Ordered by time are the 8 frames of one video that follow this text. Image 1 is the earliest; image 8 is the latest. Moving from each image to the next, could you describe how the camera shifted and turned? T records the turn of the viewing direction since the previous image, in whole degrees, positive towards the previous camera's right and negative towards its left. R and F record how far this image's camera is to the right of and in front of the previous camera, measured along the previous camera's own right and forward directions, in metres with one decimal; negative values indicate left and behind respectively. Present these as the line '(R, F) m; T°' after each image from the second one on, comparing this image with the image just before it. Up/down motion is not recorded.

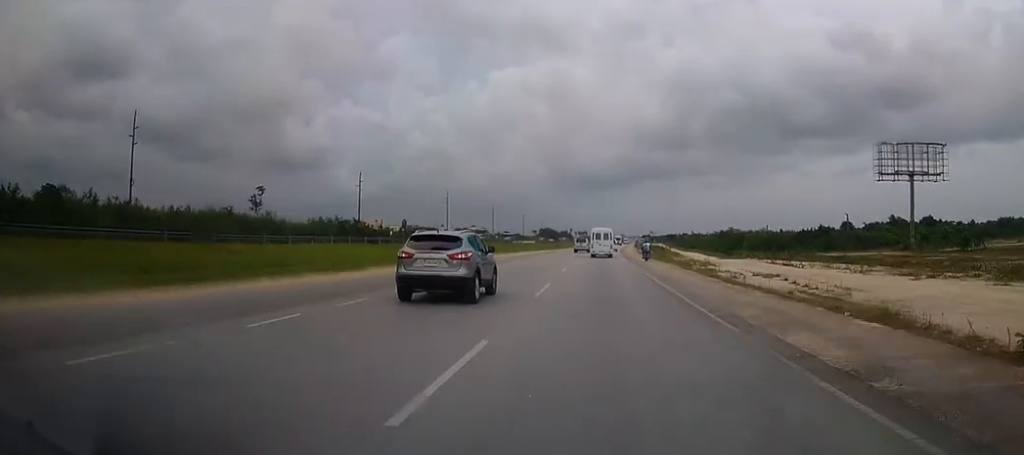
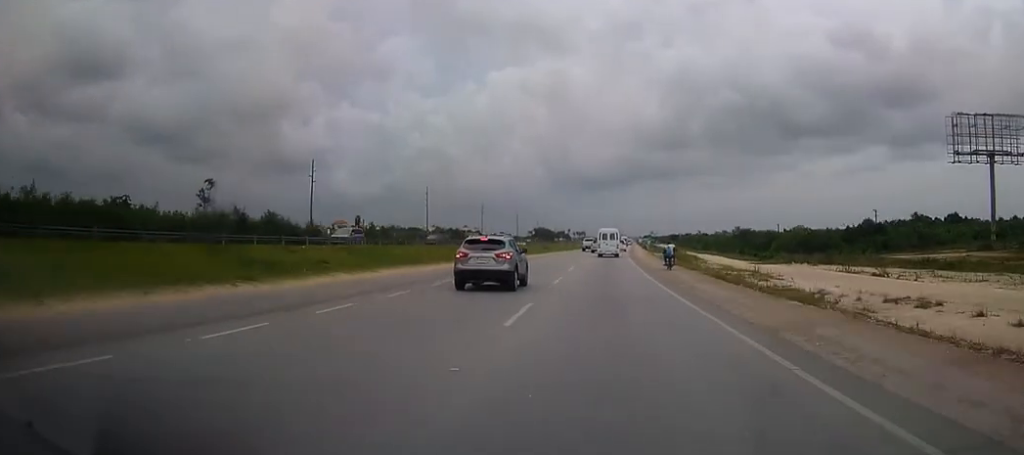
(-0.1, +31.8) m; 0°
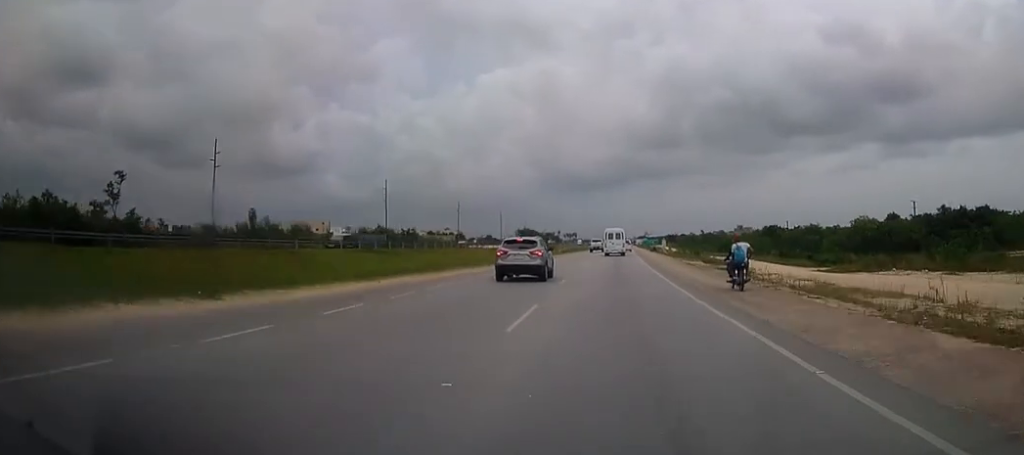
(+0.2, +39.7) m; +1°
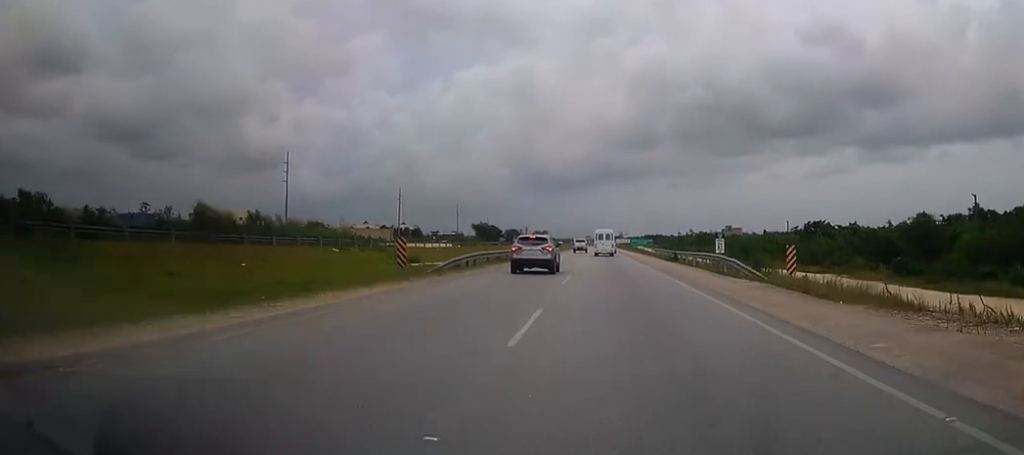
(+0.6, +54.6) m; +1°
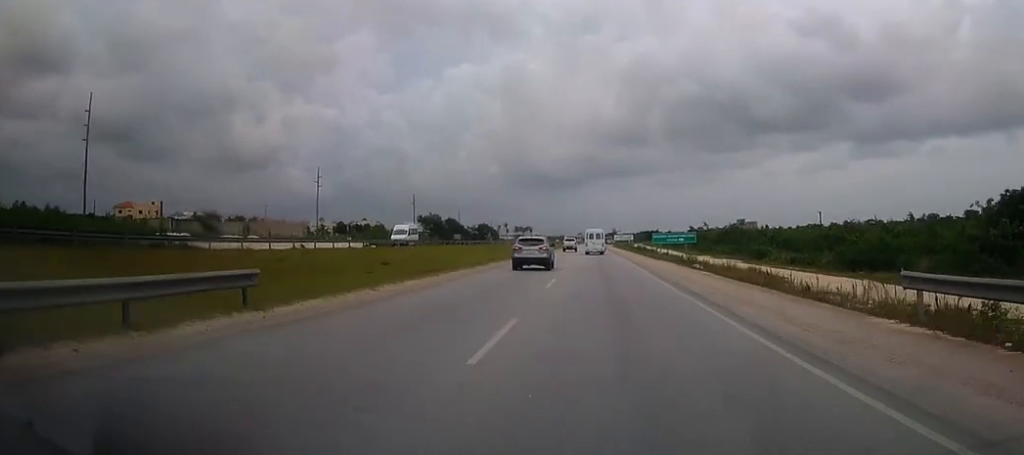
(+0.8, +64.3) m; +1°
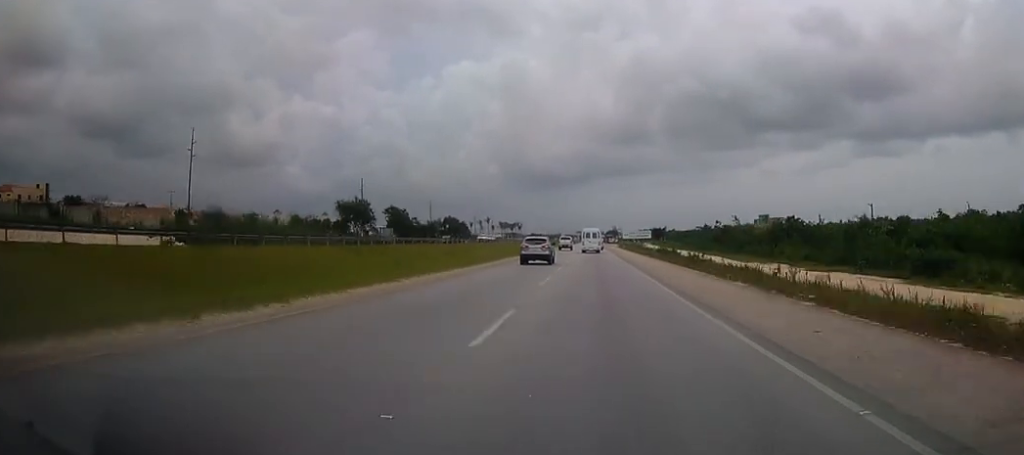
(+0.3, +56.0) m; 0°
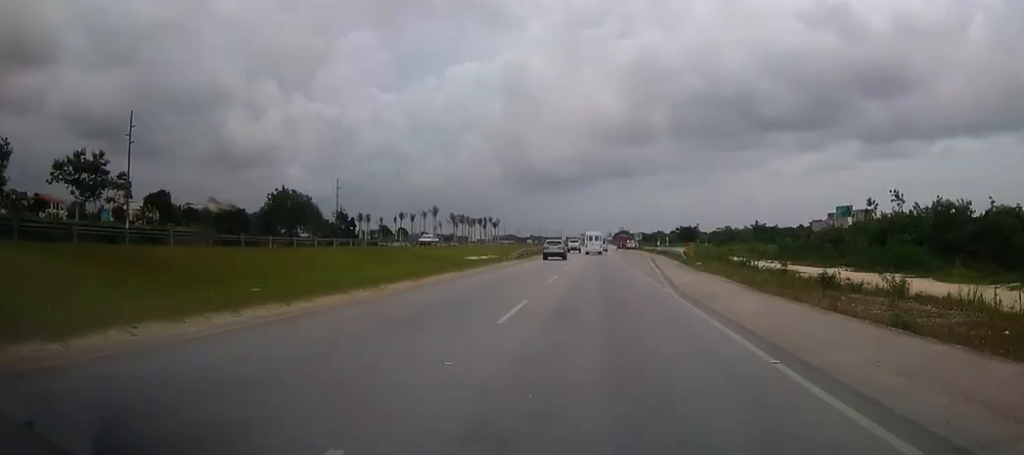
(-0.3, +107.6) m; 0°
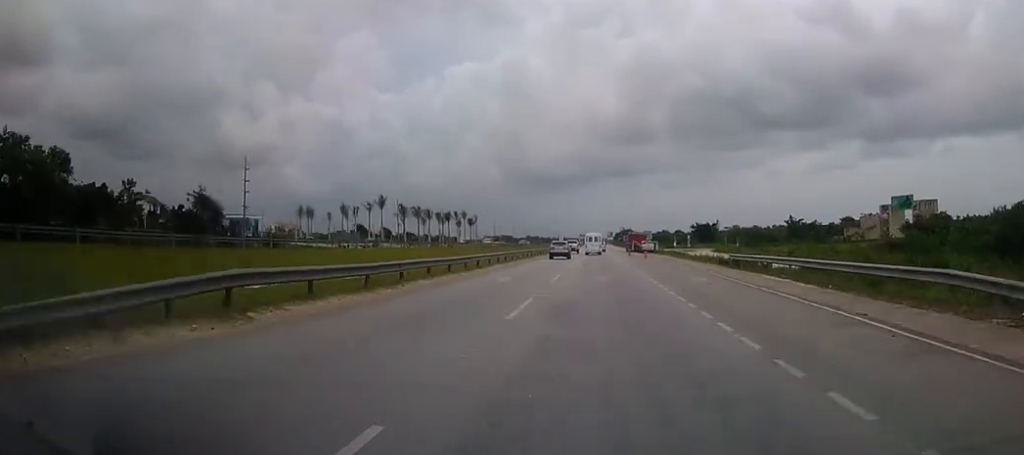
(-0.1, +48.0) m; 0°
